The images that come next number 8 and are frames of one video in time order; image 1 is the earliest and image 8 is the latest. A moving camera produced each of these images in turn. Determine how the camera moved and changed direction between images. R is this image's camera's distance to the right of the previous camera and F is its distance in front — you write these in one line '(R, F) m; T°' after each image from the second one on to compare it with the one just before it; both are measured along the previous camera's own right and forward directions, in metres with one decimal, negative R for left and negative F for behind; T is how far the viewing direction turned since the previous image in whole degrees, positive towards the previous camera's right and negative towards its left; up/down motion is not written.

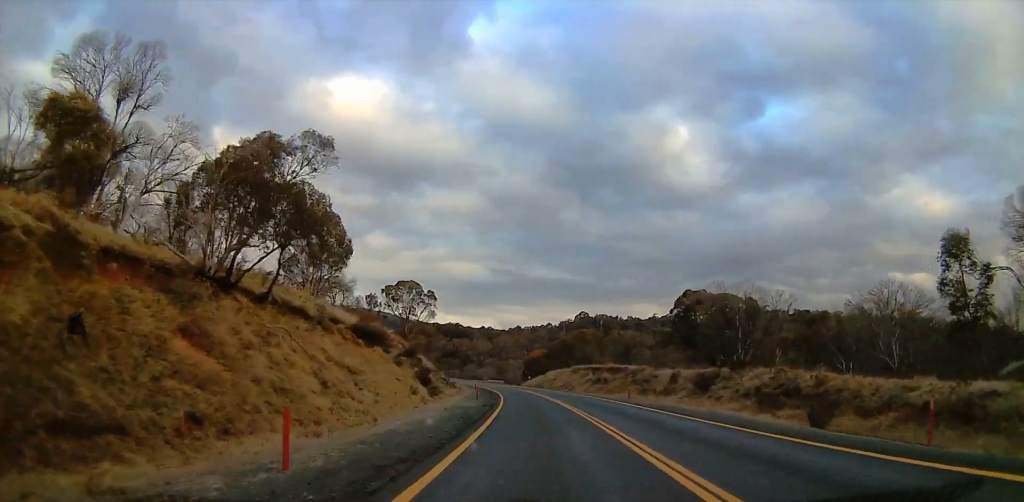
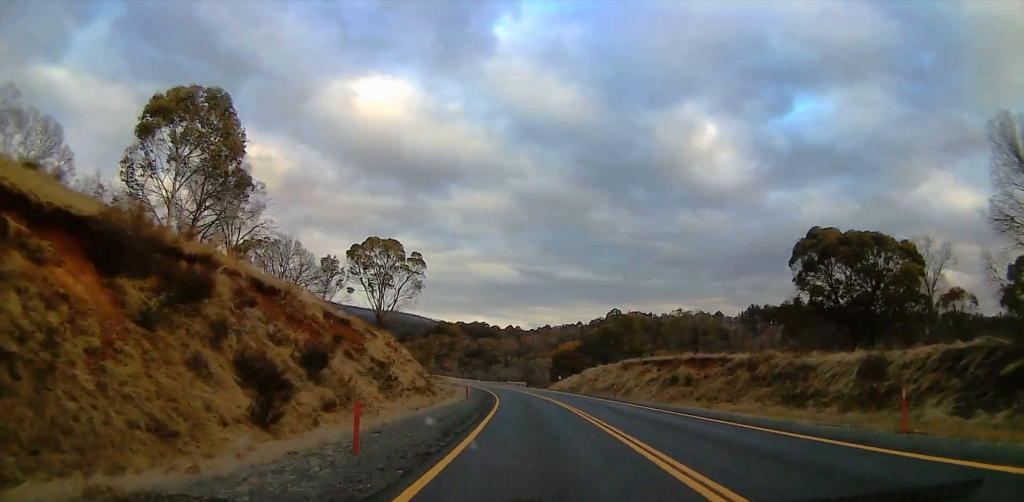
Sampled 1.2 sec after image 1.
(-2.1, +33.7) m; -7°
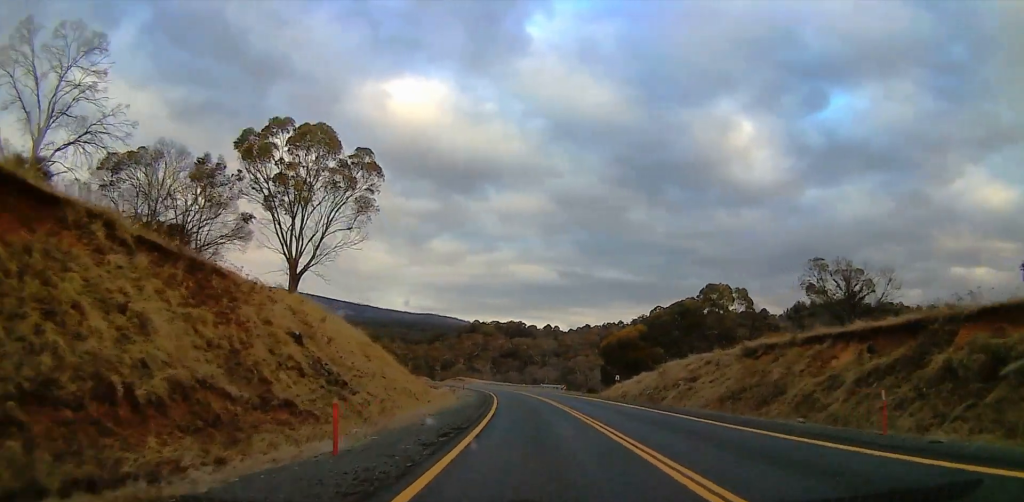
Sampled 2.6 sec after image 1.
(-0.6, +36.8) m; -1°
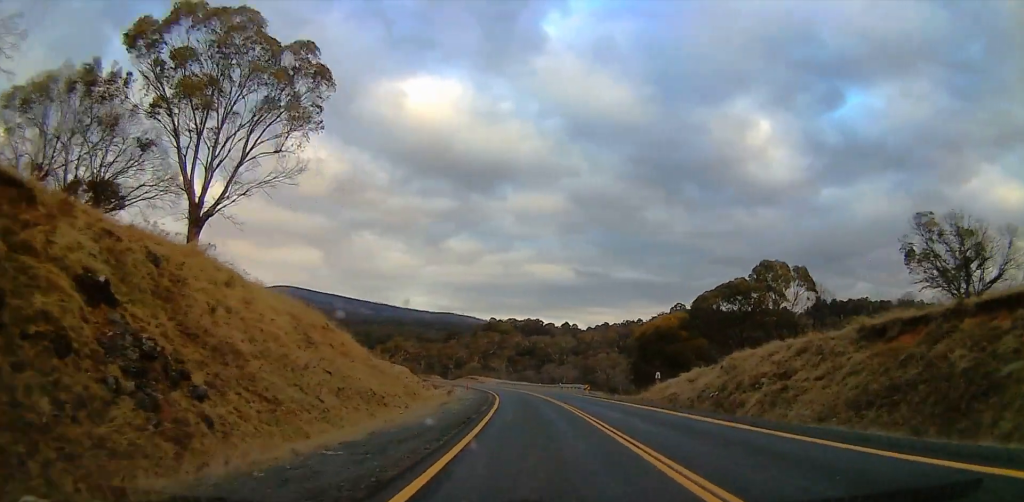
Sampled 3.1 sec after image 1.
(+0.7, +14.1) m; -1°
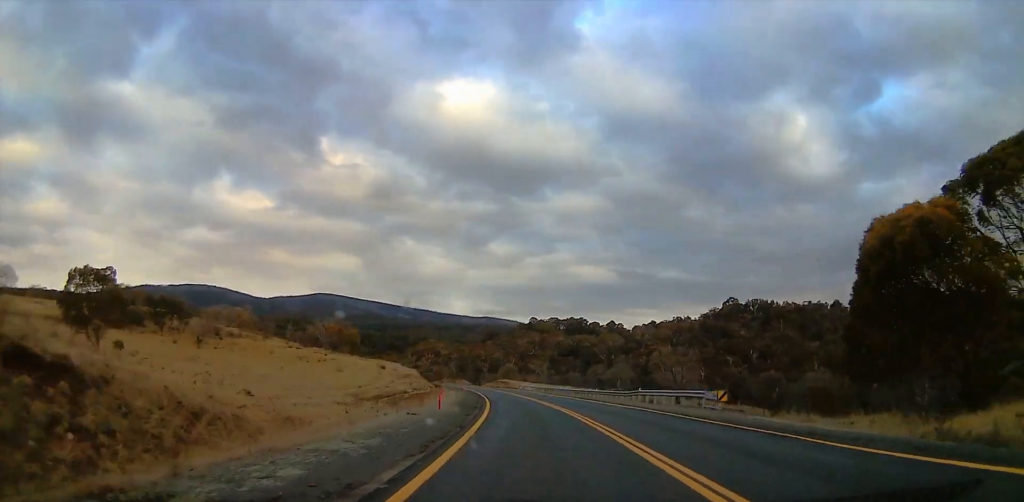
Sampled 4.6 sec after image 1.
(-2.0, +41.1) m; -3°
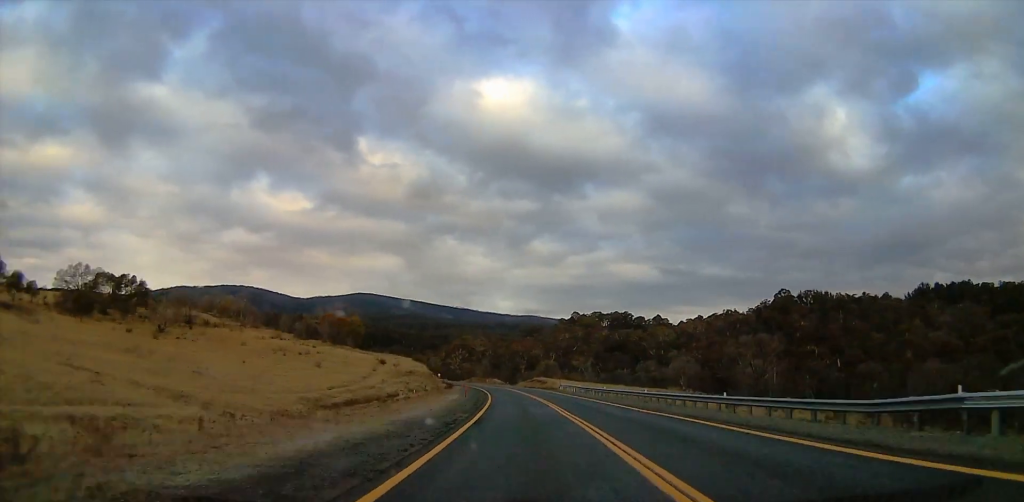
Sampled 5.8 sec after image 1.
(-0.6, +32.5) m; -4°
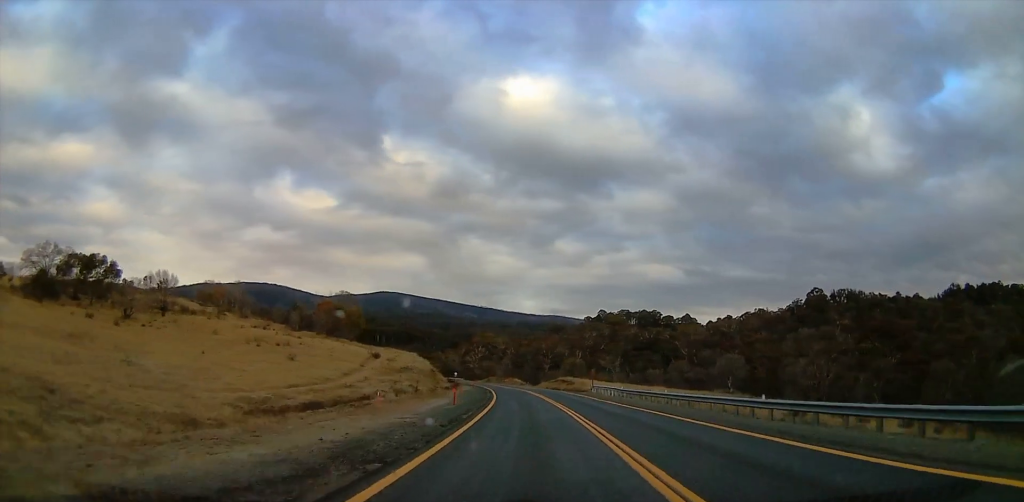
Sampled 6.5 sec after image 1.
(-0.5, +18.4) m; -2°
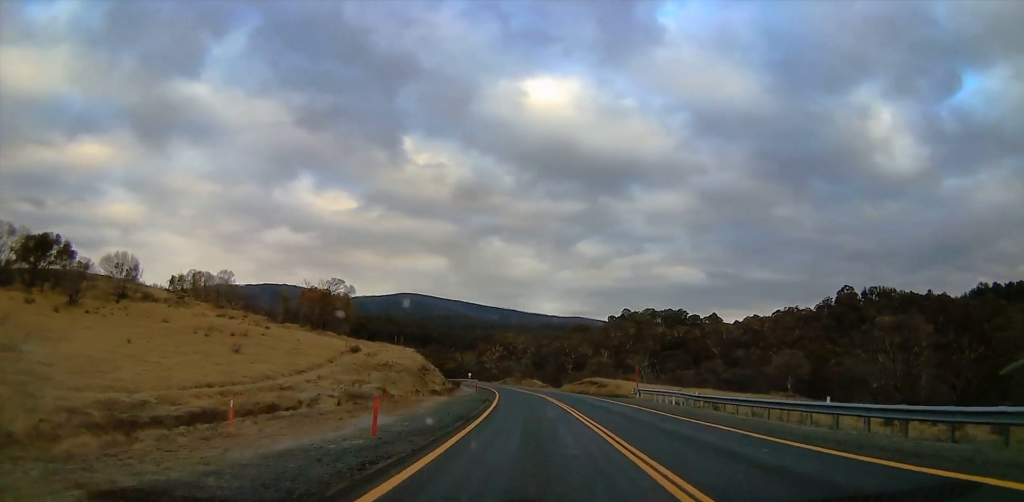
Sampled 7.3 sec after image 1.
(-0.2, +20.6) m; -2°
